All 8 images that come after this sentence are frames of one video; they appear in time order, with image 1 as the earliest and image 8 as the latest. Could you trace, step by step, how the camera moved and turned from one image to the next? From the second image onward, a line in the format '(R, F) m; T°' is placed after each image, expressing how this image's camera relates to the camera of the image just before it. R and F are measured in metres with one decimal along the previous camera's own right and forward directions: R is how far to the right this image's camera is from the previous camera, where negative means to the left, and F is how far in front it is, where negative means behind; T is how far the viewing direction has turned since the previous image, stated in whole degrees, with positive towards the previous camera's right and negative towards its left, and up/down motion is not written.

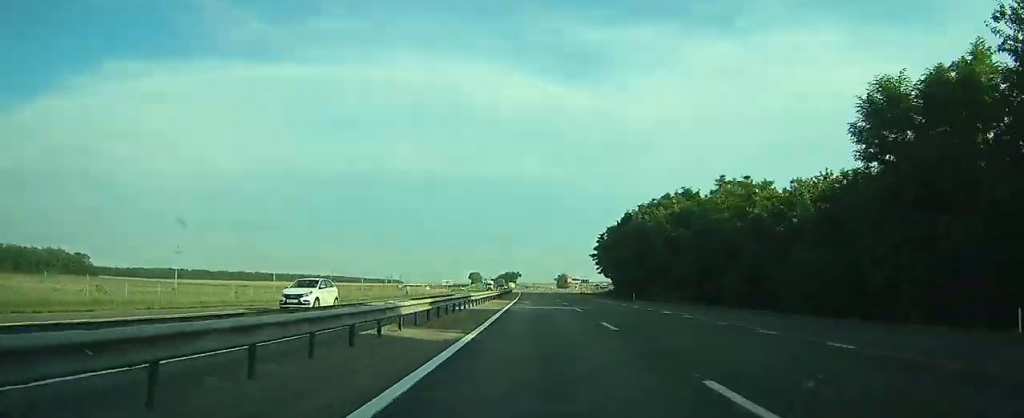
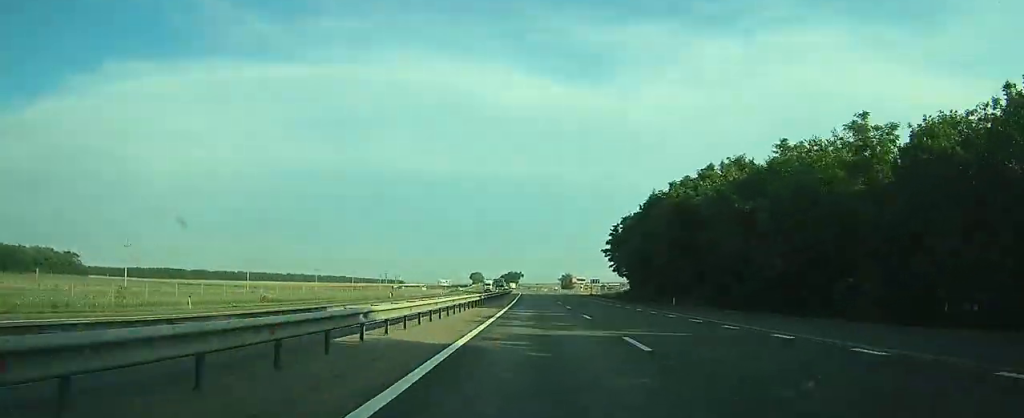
(0.0, +17.1) m; 0°
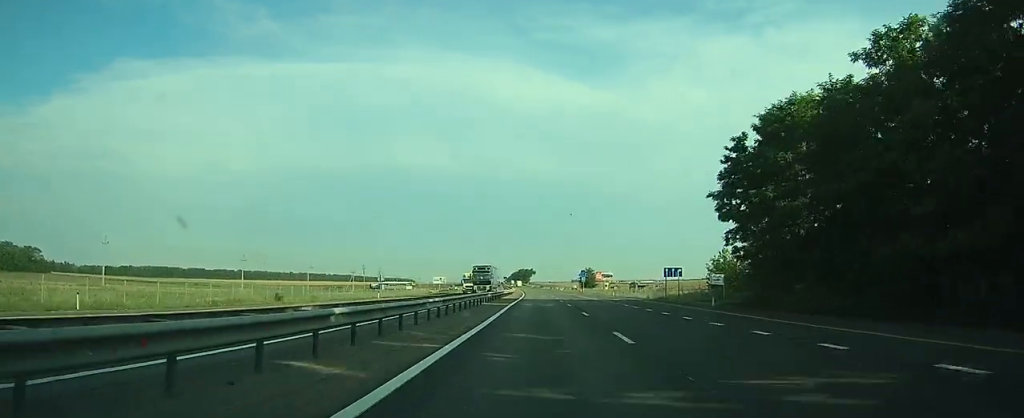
(-1.2, +58.6) m; -3°
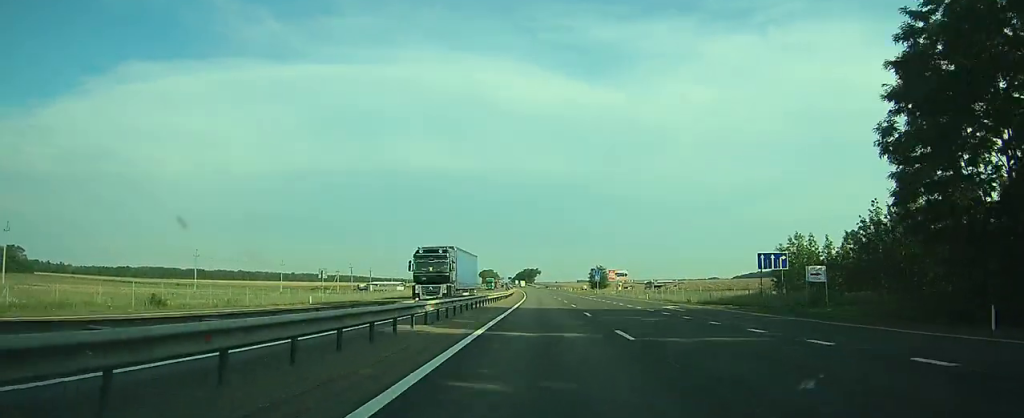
(-0.2, +23.2) m; -1°
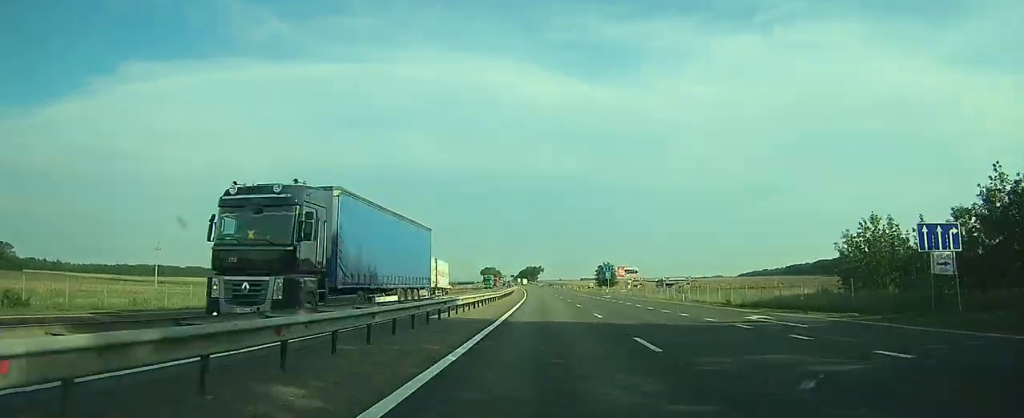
(-0.1, +14.6) m; 0°
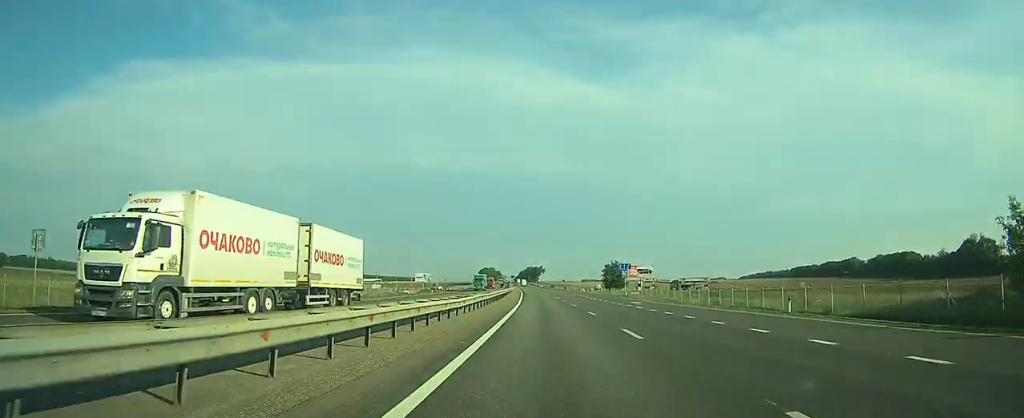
(0.0, +20.7) m; 0°
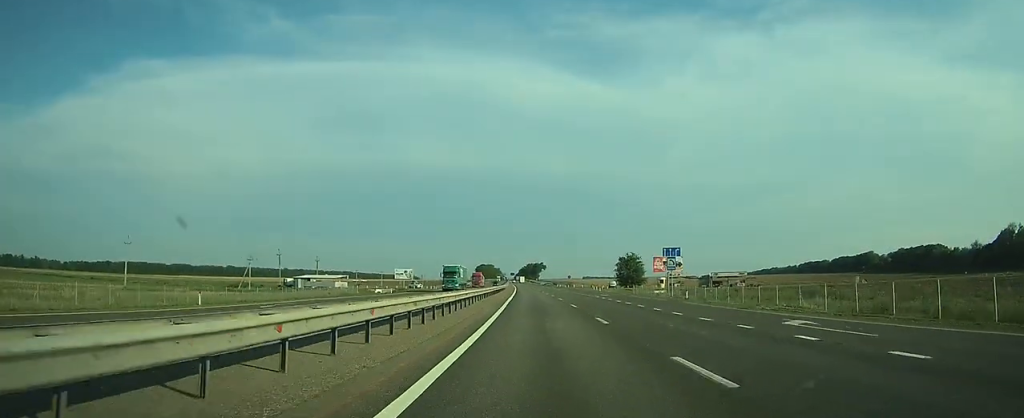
(-0.1, +31.6) m; 0°
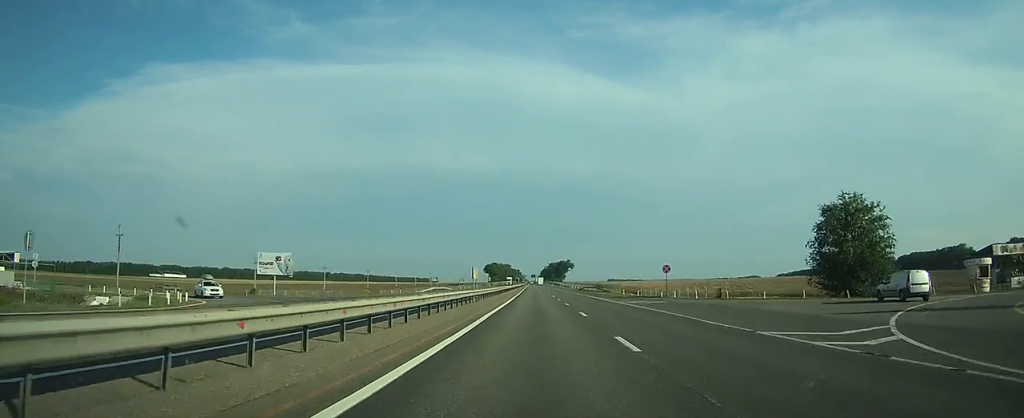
(-1.8, +104.3) m; -2°
